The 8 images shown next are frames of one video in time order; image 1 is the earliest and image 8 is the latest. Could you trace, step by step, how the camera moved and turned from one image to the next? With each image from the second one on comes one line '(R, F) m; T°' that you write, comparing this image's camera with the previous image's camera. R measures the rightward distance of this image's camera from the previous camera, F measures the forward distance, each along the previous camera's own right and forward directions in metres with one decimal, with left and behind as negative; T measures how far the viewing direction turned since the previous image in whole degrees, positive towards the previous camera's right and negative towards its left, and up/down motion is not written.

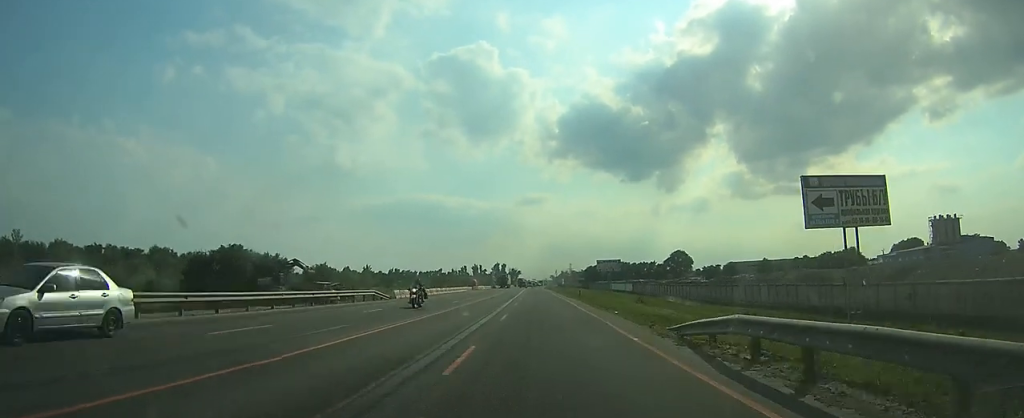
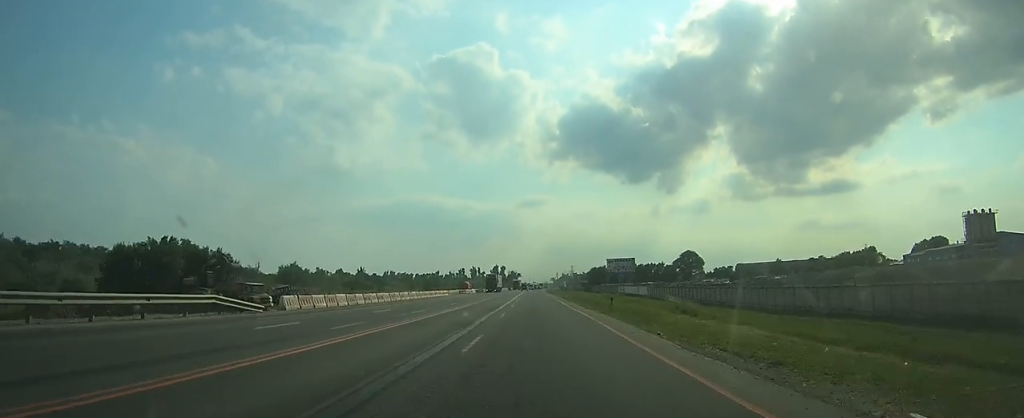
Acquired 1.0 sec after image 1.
(-0.2, +21.9) m; 0°
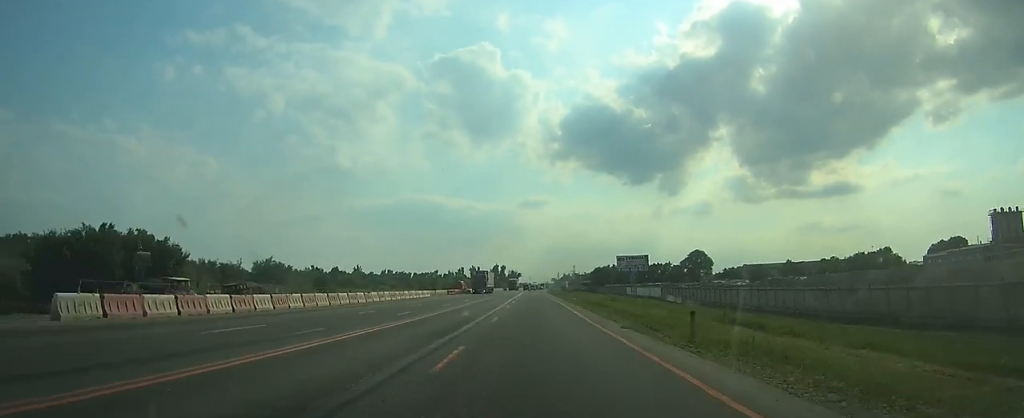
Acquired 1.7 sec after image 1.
(0.0, +14.6) m; 0°
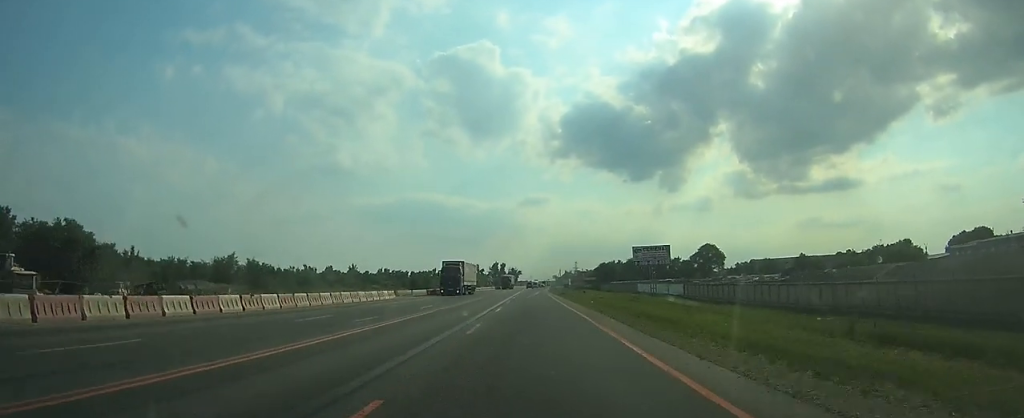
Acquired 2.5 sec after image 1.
(0.0, +18.2) m; 0°
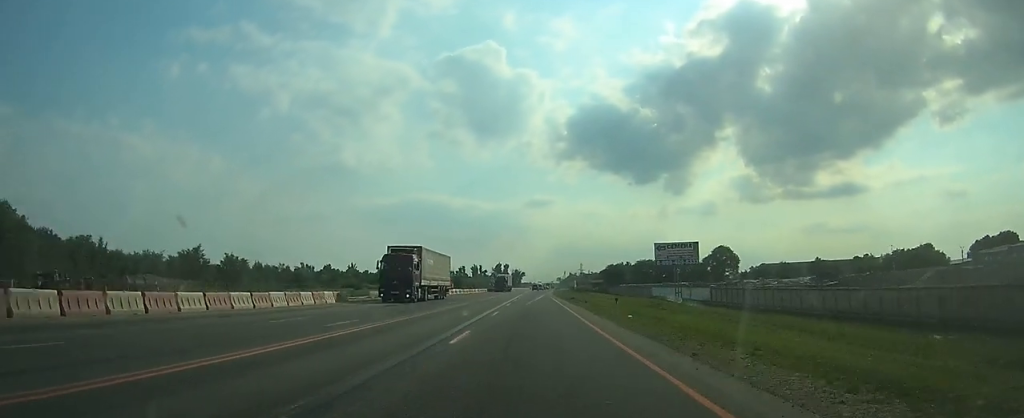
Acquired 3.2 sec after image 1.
(0.0, +14.6) m; 0°
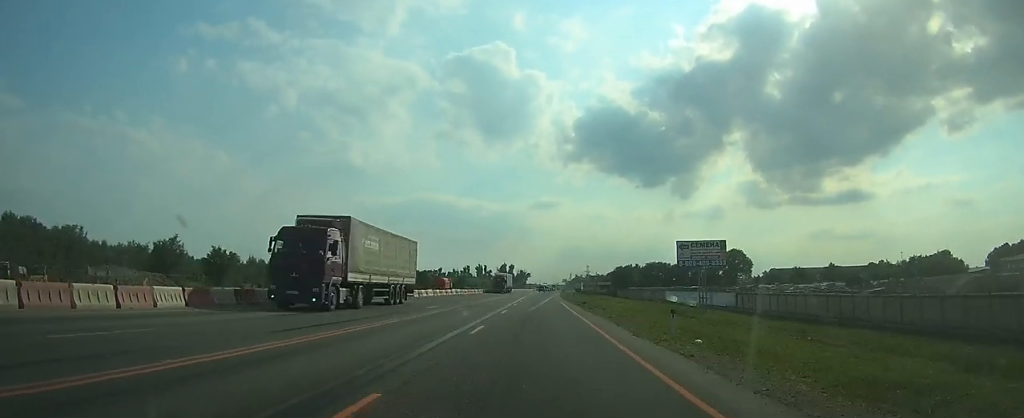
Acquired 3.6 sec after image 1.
(0.0, +9.4) m; 0°
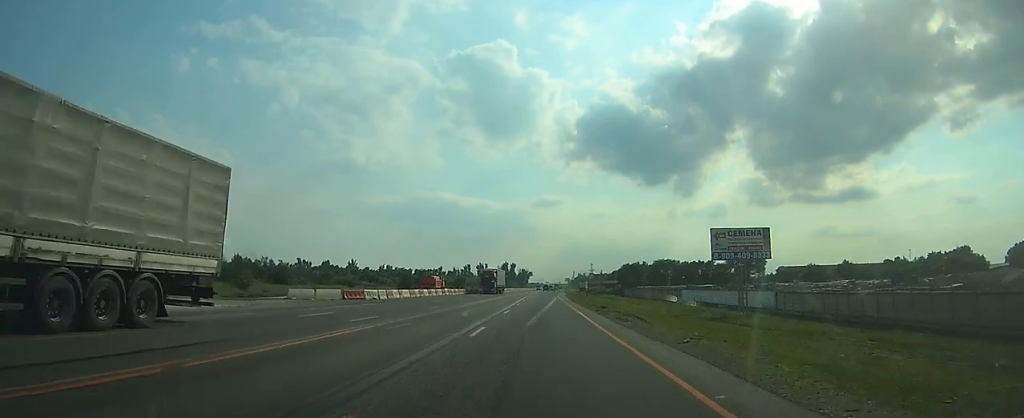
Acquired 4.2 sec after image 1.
(0.0, +13.1) m; 0°
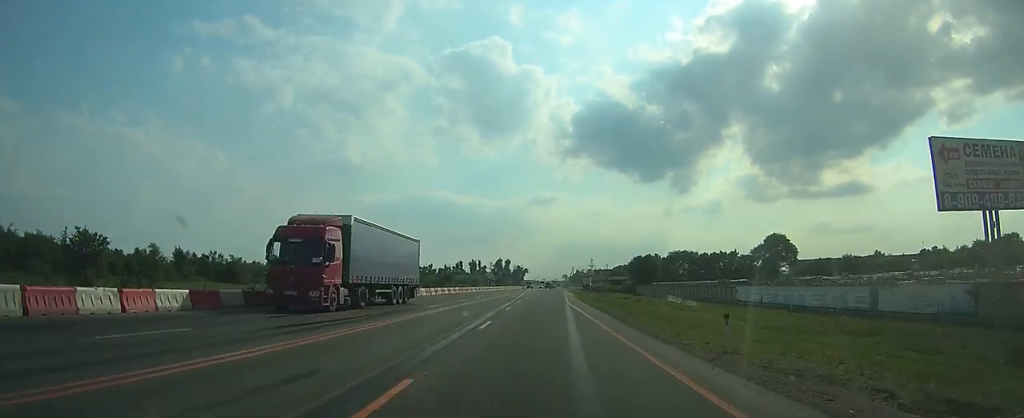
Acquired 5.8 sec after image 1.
(-0.2, +34.1) m; 0°
